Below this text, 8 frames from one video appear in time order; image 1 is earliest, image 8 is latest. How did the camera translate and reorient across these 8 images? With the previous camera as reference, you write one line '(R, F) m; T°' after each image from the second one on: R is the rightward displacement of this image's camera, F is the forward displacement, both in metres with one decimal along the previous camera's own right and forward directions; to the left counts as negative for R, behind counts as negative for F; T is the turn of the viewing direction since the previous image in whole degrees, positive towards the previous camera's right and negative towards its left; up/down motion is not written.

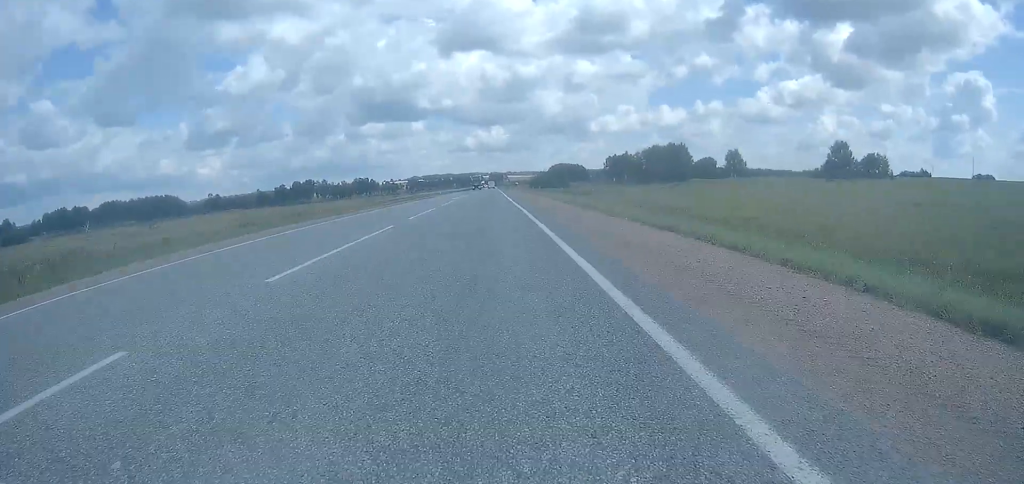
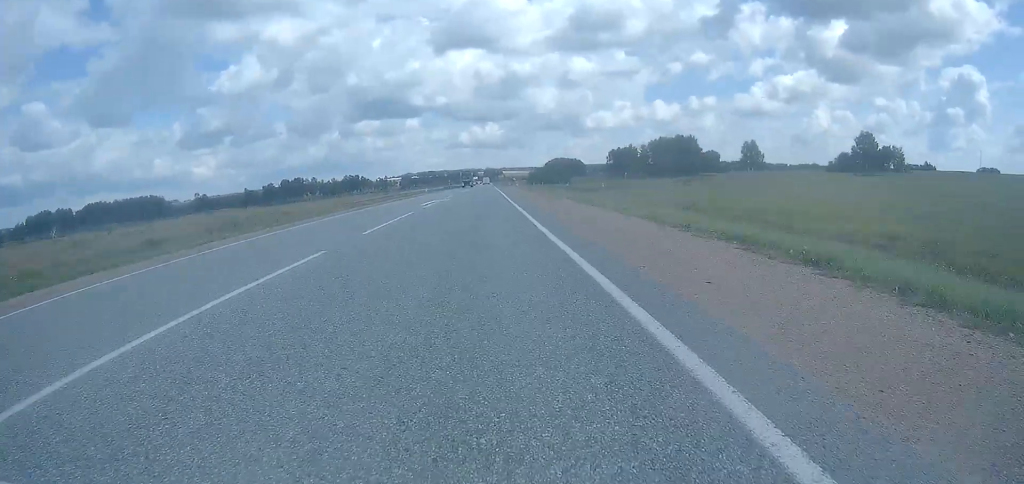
(0.0, +18.1) m; 0°
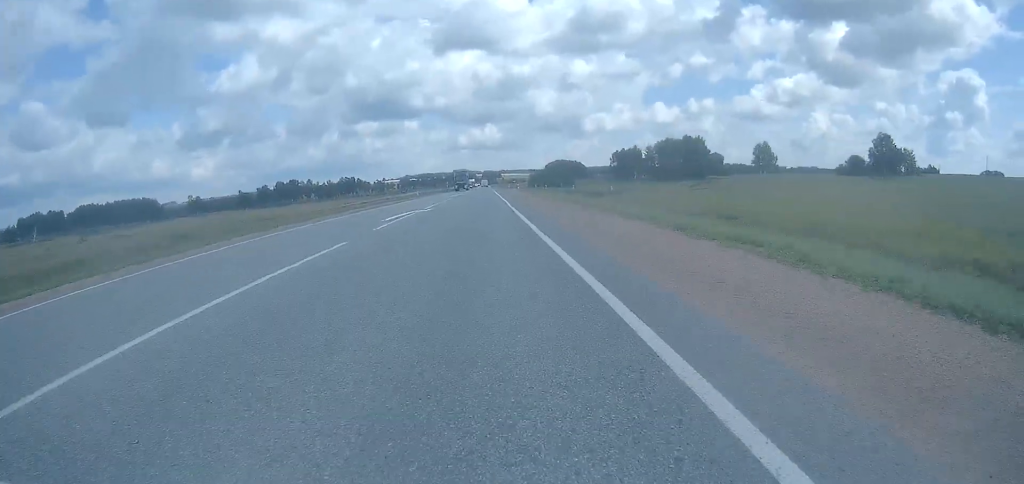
(0.0, +10.1) m; 0°
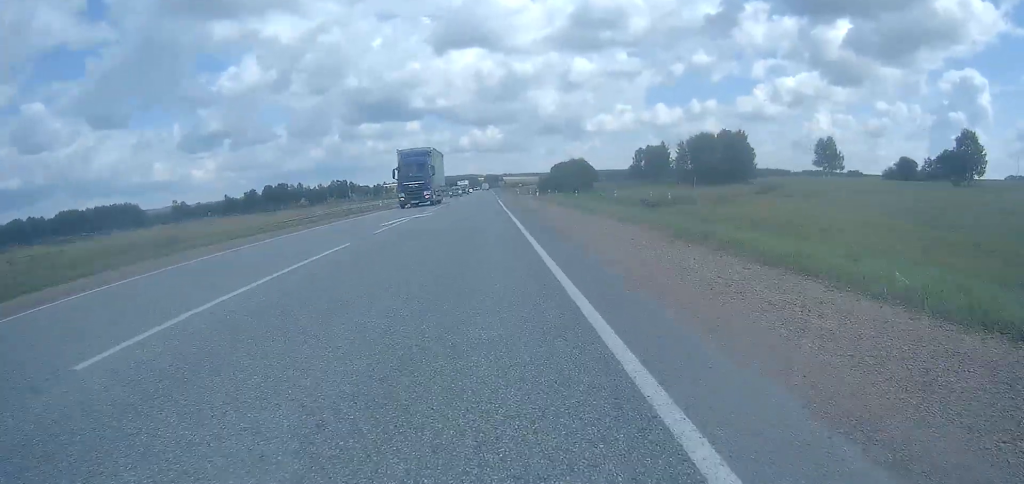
(+0.2, +35.0) m; 0°
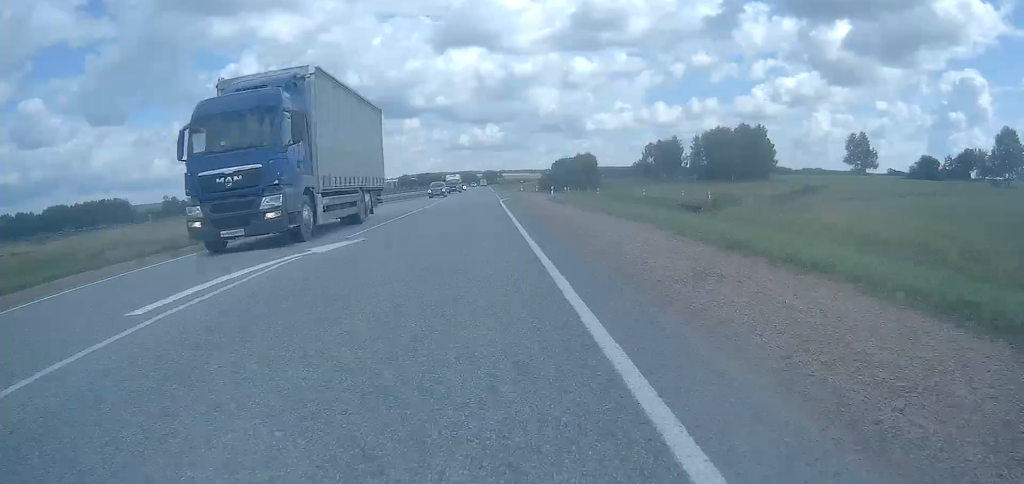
(-0.1, +14.6) m; 0°
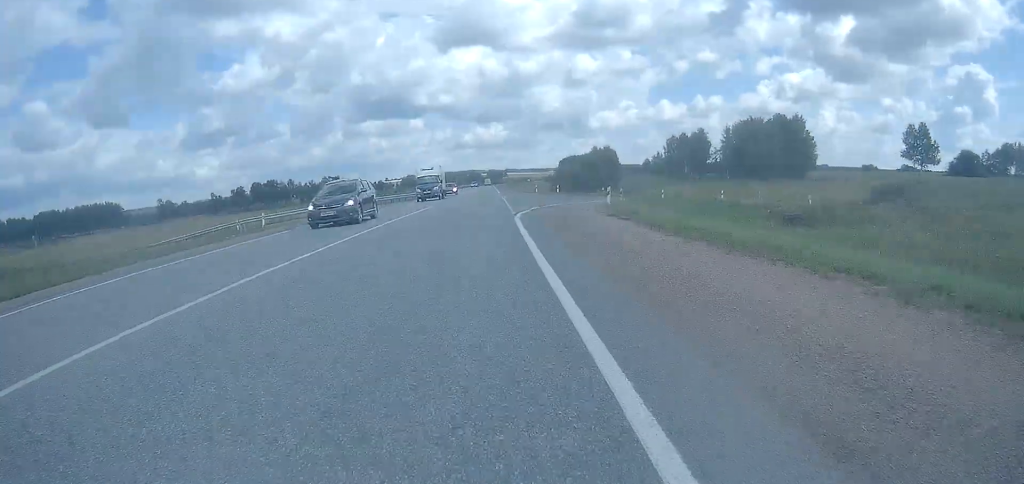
(-0.1, +20.4) m; 0°
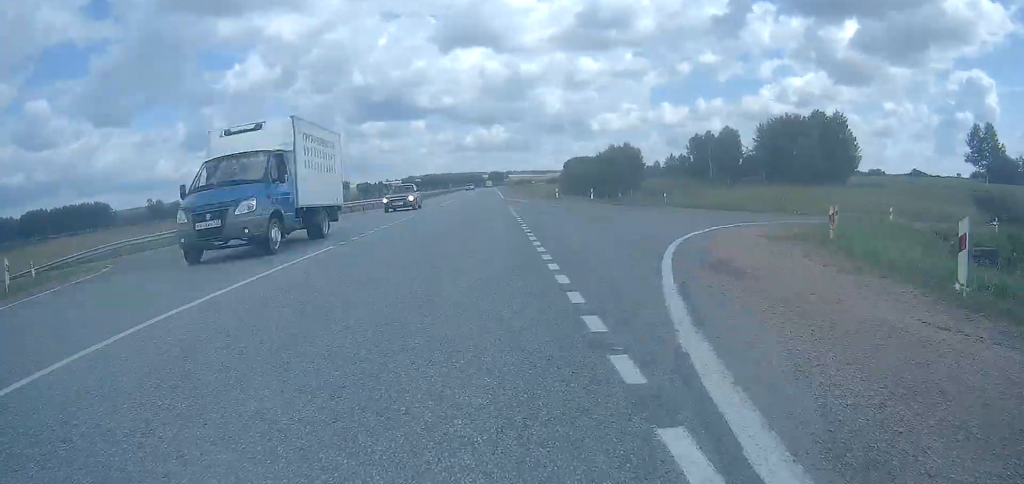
(0.0, +18.2) m; 0°
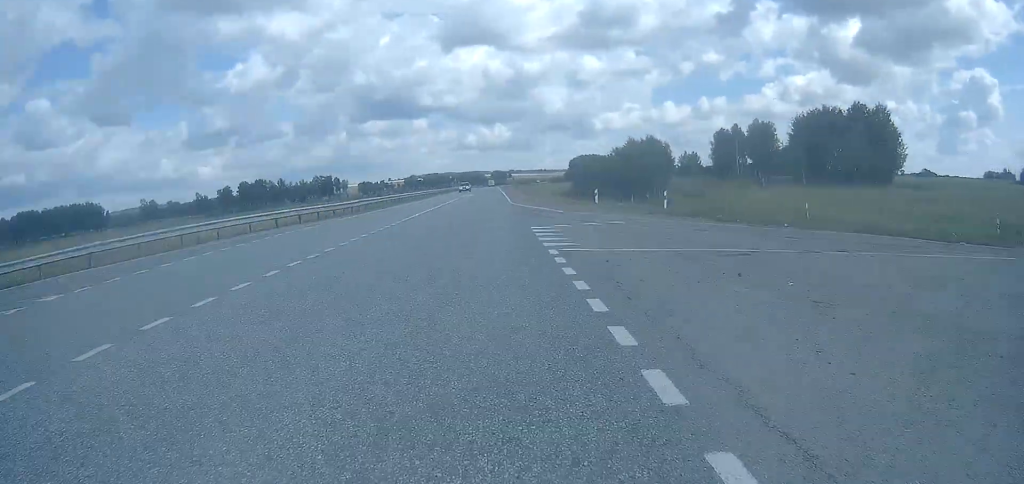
(-0.1, +15.3) m; 0°
